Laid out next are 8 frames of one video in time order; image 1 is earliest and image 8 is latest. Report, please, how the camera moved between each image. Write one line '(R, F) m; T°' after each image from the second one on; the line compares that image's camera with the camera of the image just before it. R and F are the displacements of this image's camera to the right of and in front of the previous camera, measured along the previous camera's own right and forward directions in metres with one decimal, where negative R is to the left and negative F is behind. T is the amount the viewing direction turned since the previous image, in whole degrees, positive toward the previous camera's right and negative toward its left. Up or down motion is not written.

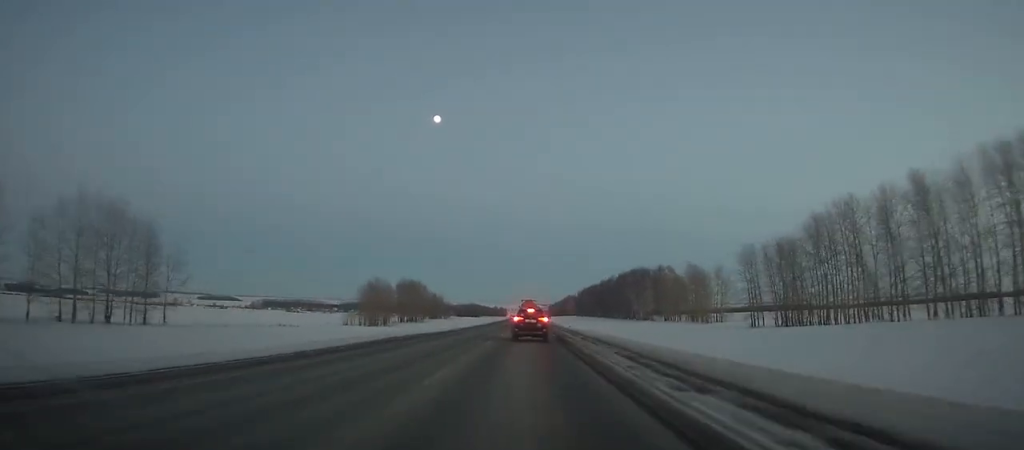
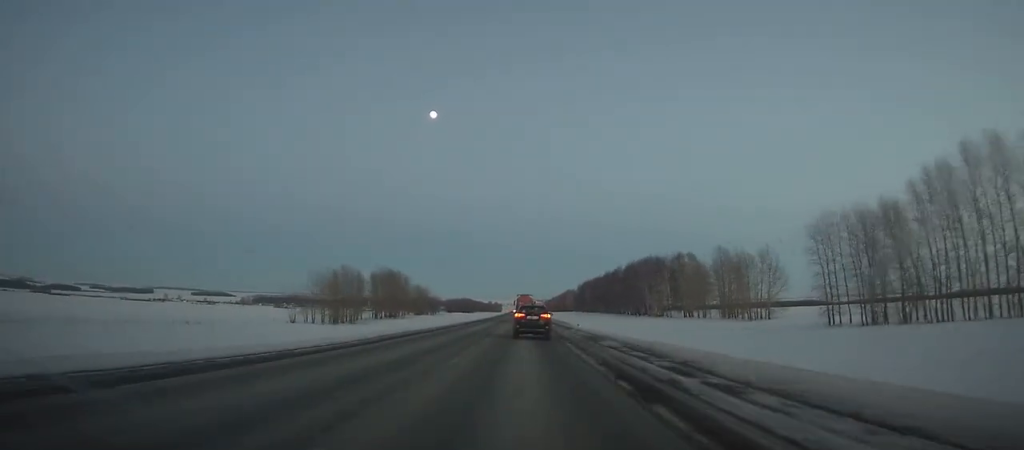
(-0.1, +31.1) m; 0°
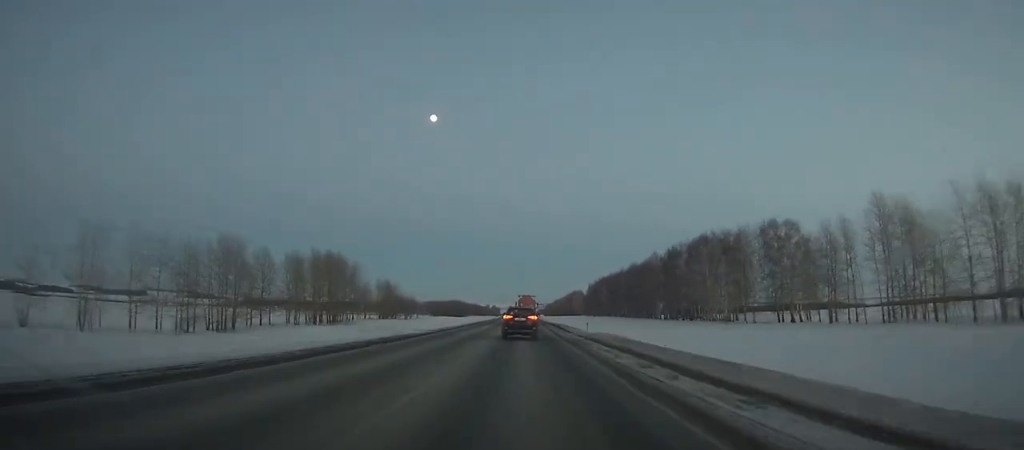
(0.0, +69.6) m; 0°
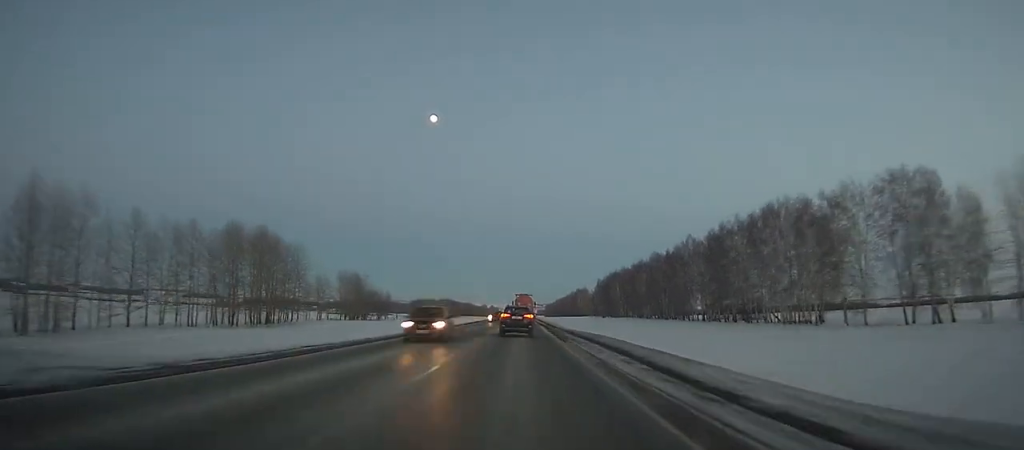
(+0.2, +42.9) m; 0°
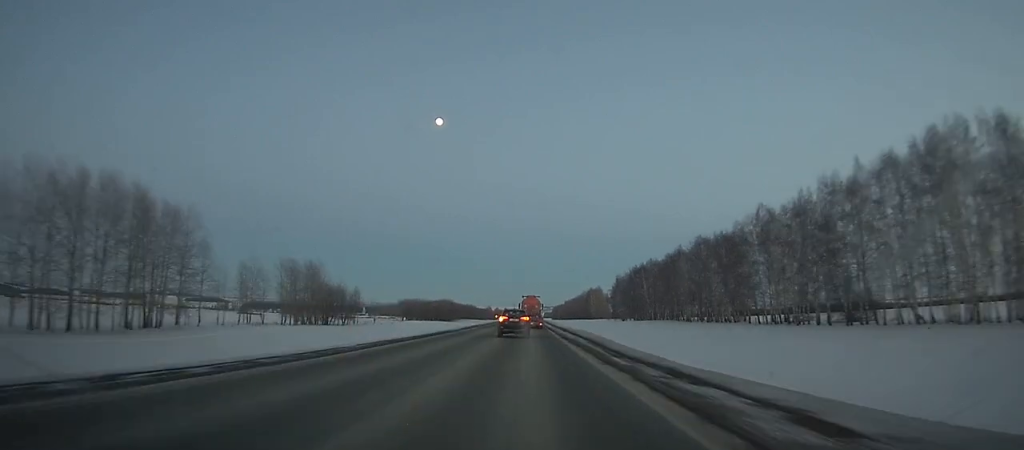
(-0.1, +45.9) m; 0°
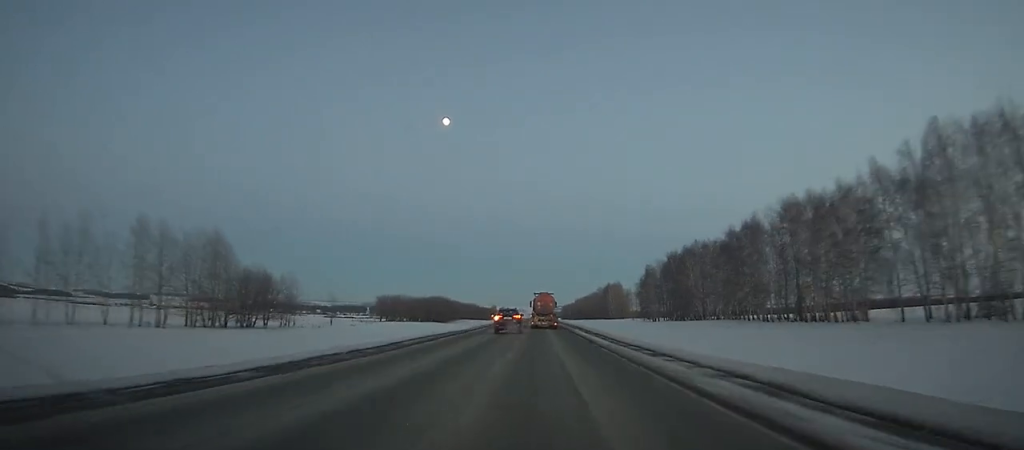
(-0.2, +49.5) m; 0°
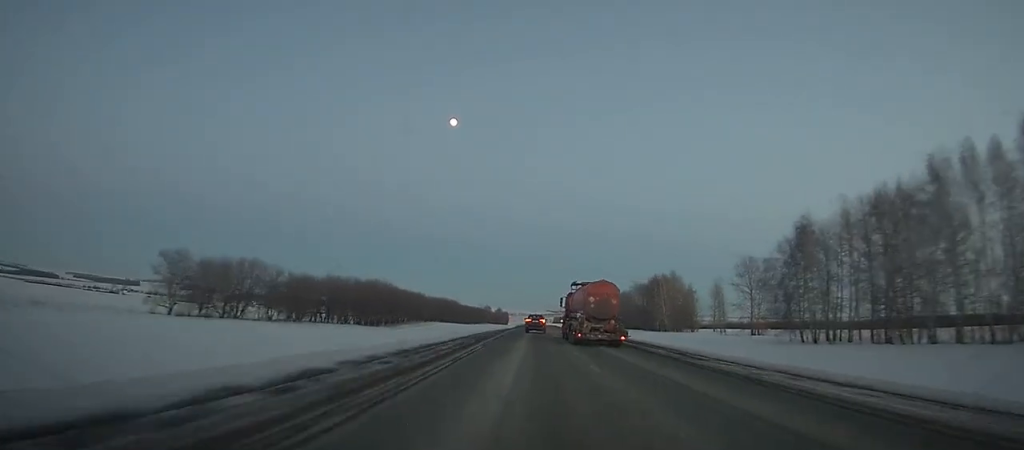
(-0.4, +121.3) m; 0°
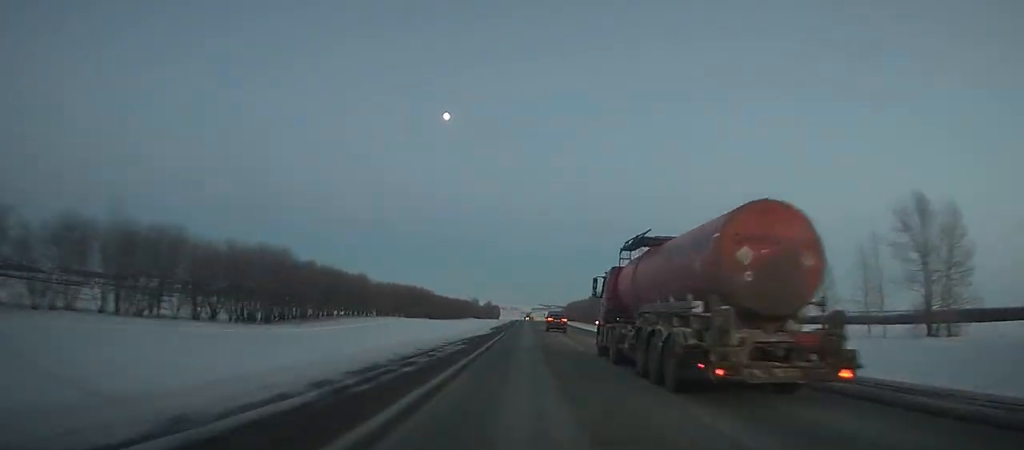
(+0.1, +66.5) m; +1°
